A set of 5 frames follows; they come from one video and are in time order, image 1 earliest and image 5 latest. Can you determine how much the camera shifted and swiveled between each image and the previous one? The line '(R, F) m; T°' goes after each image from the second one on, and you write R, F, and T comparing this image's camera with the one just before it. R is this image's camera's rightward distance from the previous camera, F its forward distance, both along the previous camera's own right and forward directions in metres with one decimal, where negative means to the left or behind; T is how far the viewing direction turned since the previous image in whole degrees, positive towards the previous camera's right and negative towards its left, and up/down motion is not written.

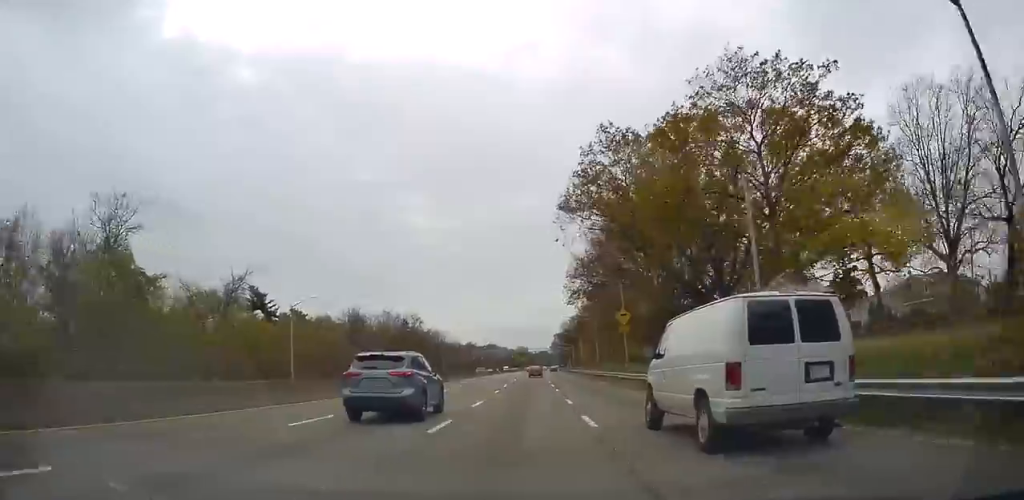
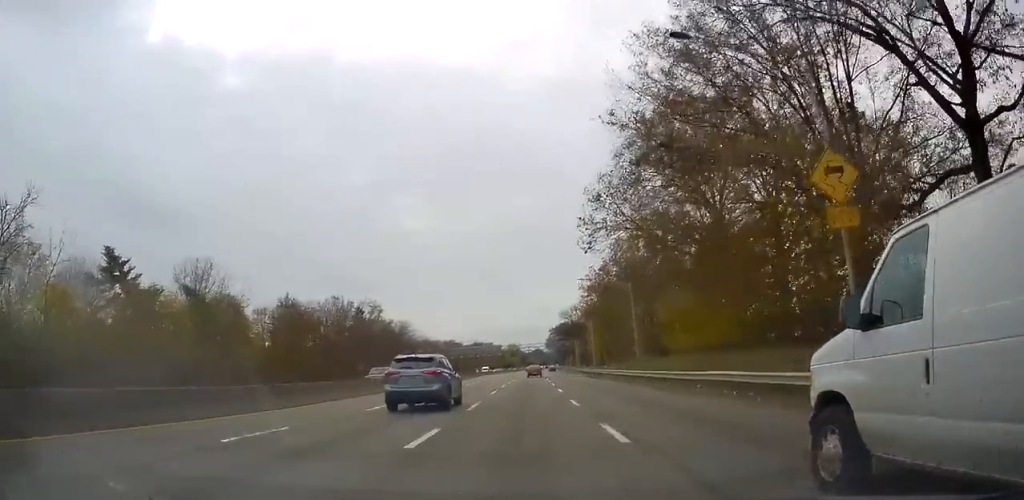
(-0.1, +40.6) m; 0°
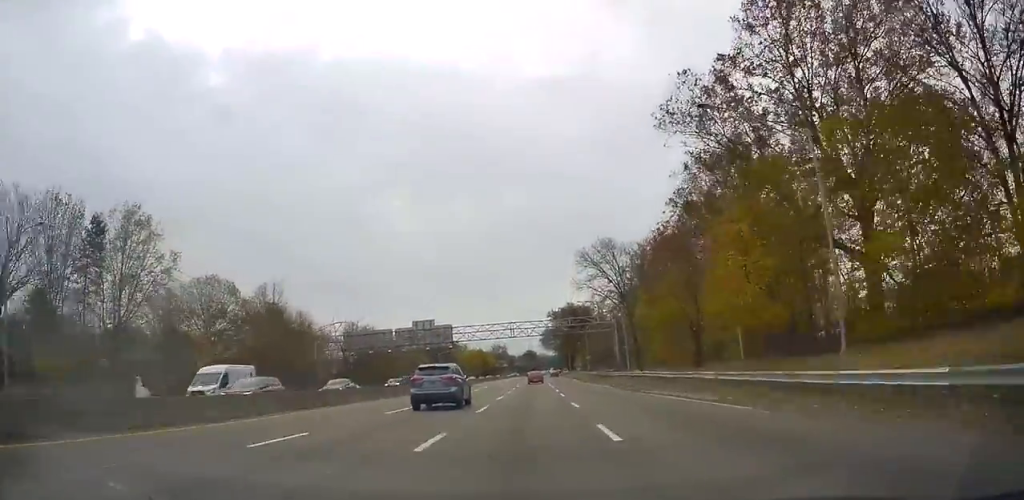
(+1.2, +89.8) m; 0°
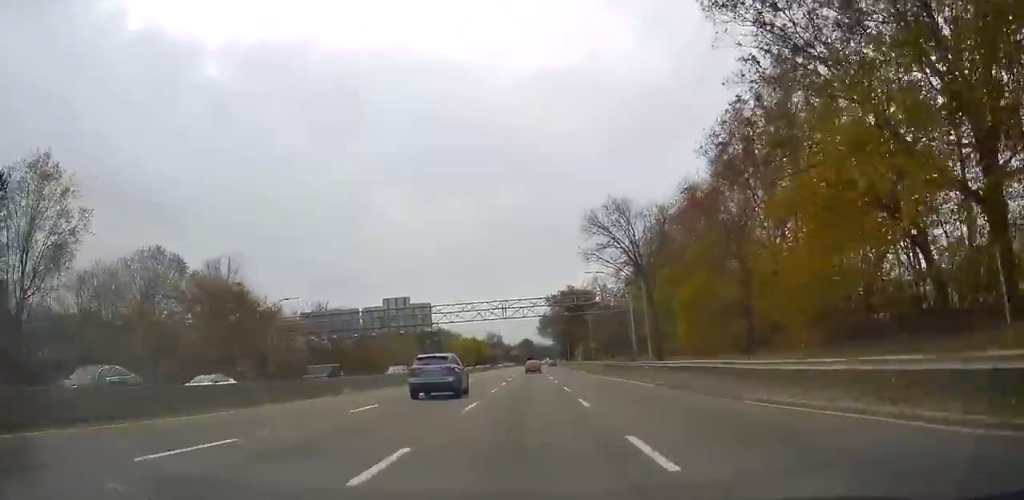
(-0.2, +14.4) m; -1°
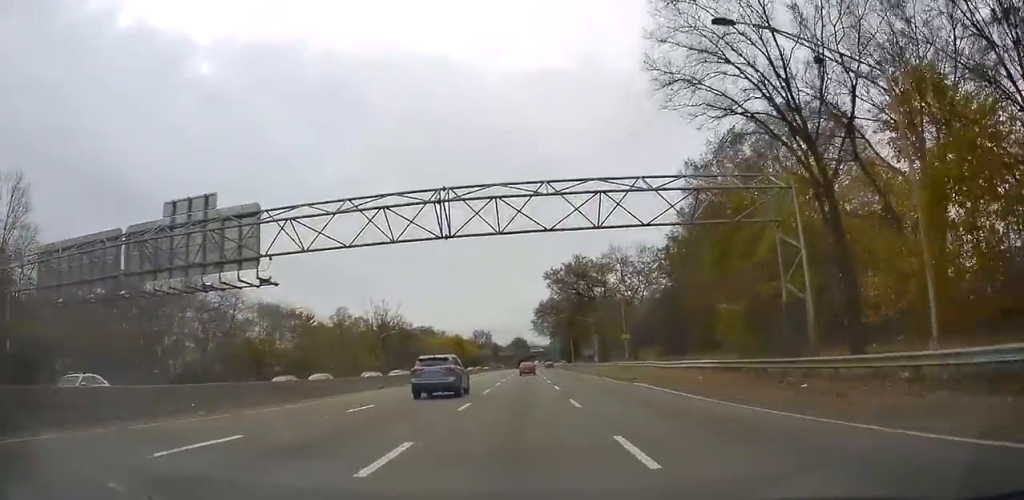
(+0.4, +41.0) m; +1°
